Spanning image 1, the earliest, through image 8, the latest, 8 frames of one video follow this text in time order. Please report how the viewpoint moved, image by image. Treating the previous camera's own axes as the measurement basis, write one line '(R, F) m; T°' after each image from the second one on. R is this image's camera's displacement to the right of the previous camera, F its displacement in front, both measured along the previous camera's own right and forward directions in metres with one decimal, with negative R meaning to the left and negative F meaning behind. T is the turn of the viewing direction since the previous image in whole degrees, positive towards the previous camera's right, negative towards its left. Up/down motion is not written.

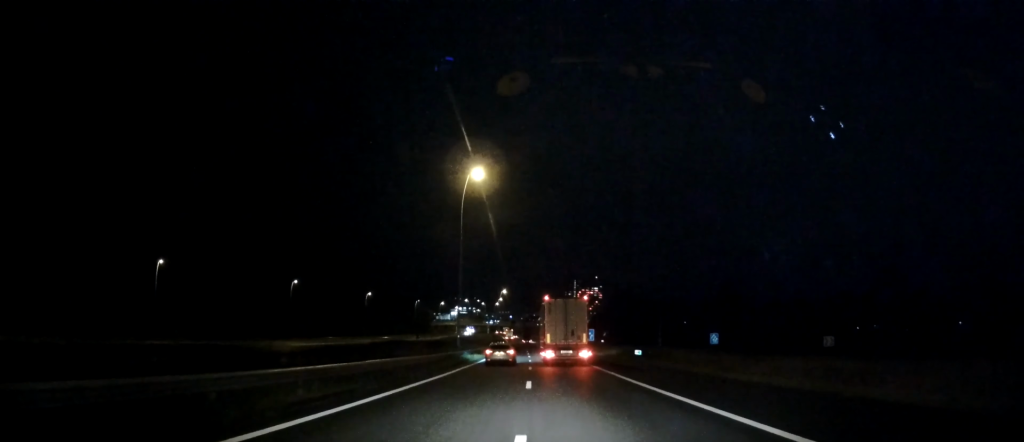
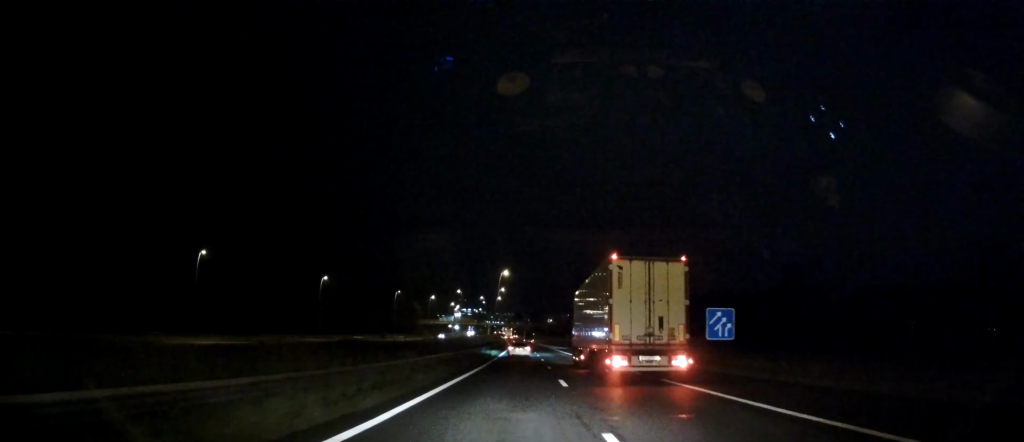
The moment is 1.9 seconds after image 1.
(-0.8, +59.4) m; -1°
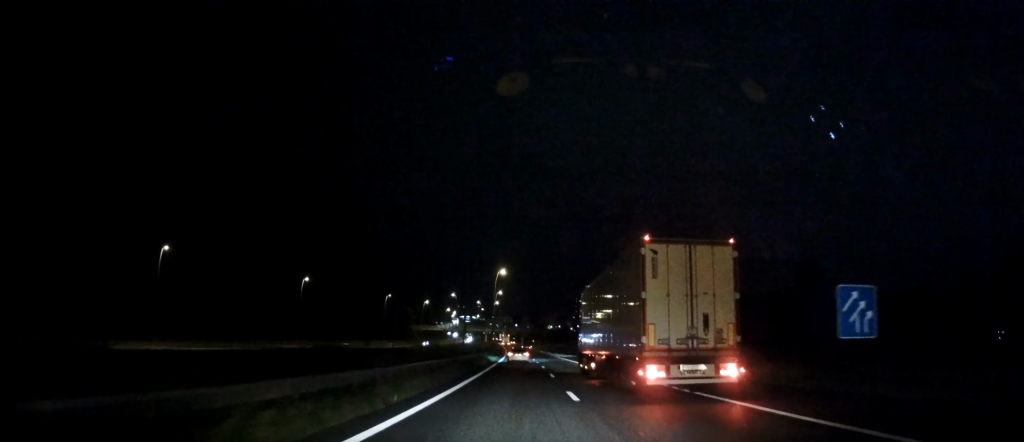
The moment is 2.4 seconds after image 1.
(0.0, +14.7) m; 0°
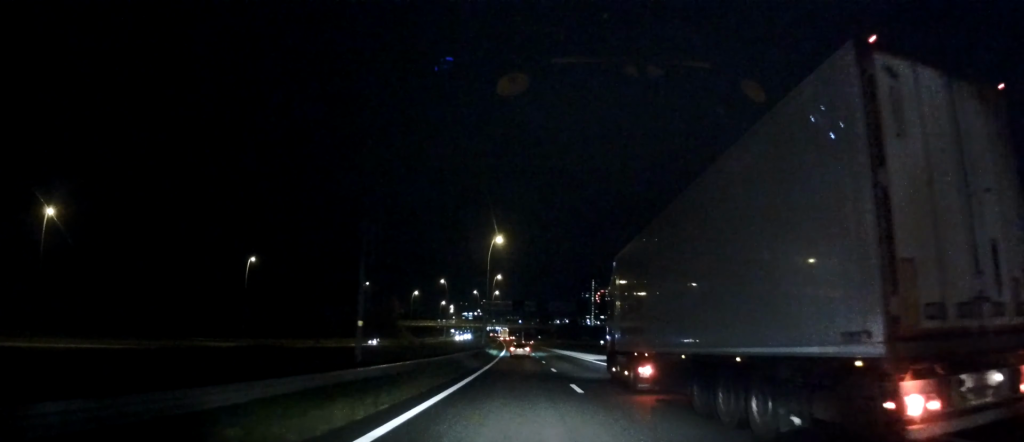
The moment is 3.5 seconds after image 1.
(0.0, +34.8) m; 0°
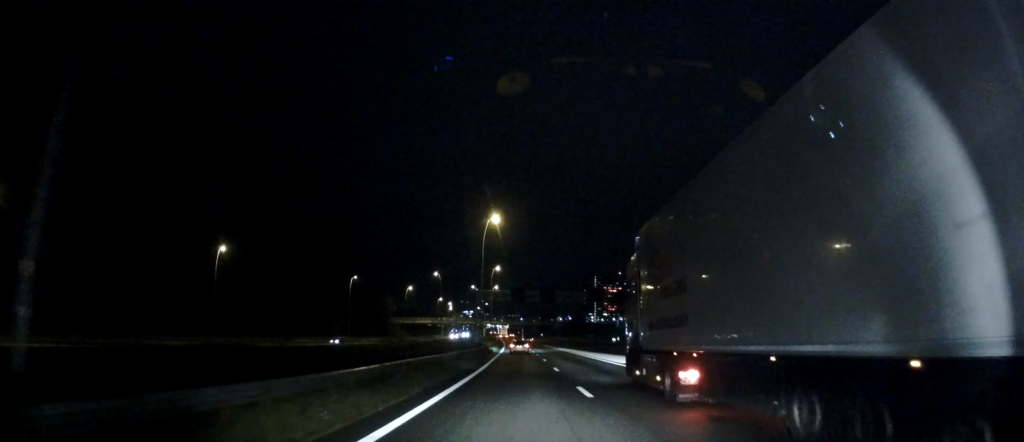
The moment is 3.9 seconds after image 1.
(0.0, +13.8) m; 0°
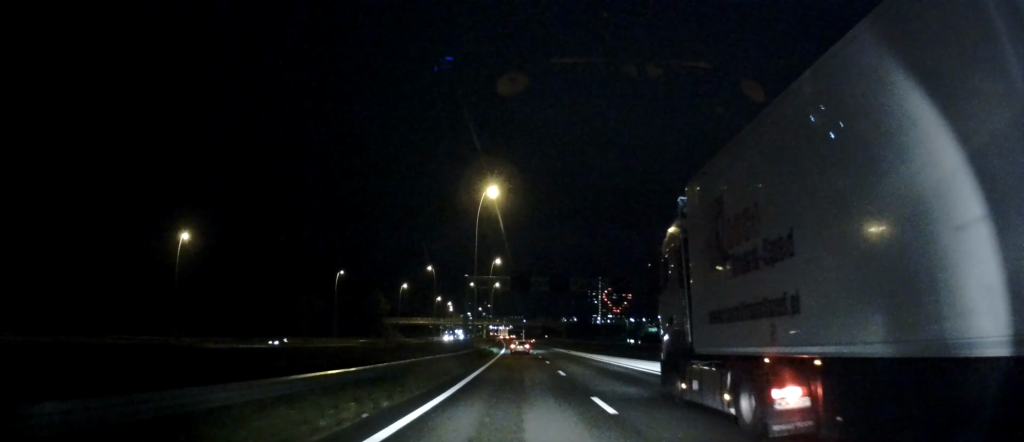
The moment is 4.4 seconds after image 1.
(+0.1, +14.9) m; 0°
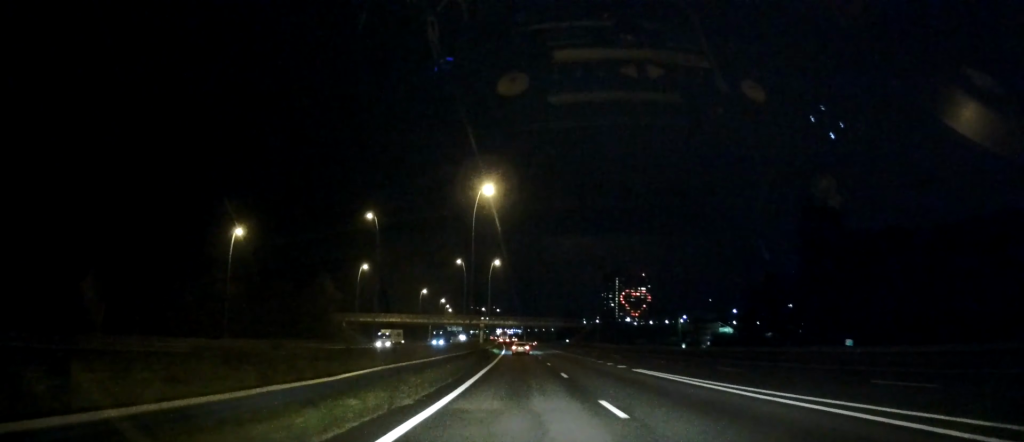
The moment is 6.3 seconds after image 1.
(-0.9, +60.2) m; -1°
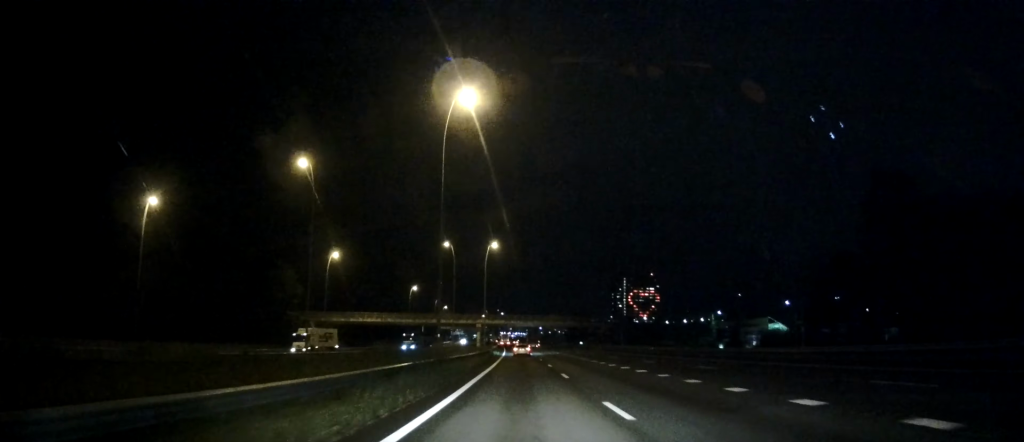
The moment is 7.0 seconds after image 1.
(0.0, +24.8) m; 0°
